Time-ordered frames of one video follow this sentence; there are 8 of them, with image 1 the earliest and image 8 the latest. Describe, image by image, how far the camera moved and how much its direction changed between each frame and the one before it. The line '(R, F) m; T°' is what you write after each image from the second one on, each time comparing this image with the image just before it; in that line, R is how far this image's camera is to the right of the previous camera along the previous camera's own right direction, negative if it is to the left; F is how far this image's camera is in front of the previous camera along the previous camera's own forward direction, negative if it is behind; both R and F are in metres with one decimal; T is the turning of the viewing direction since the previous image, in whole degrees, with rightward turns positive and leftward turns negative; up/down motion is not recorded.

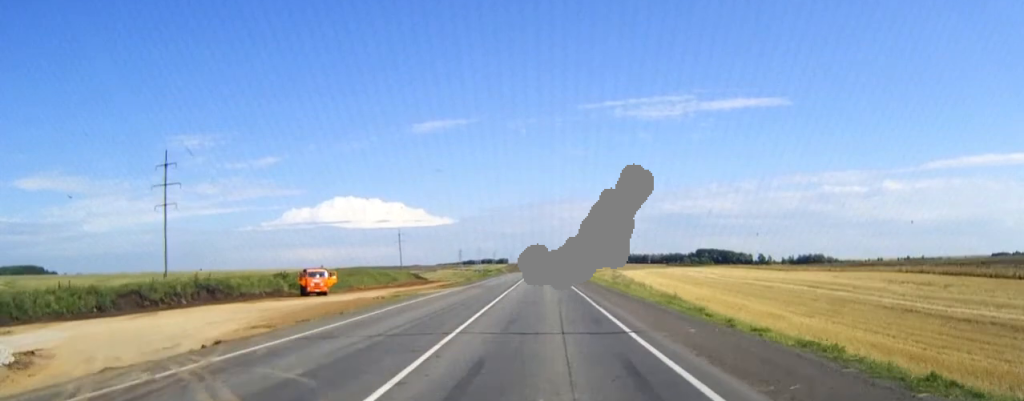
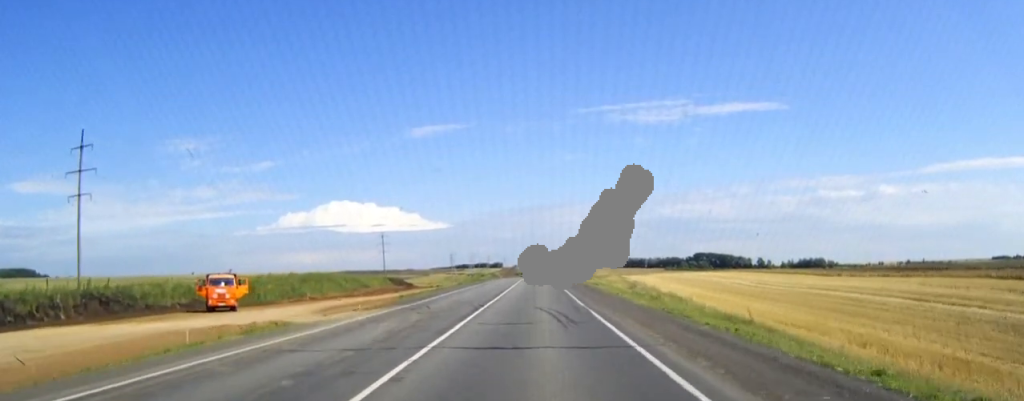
(+0.1, +23.2) m; 0°
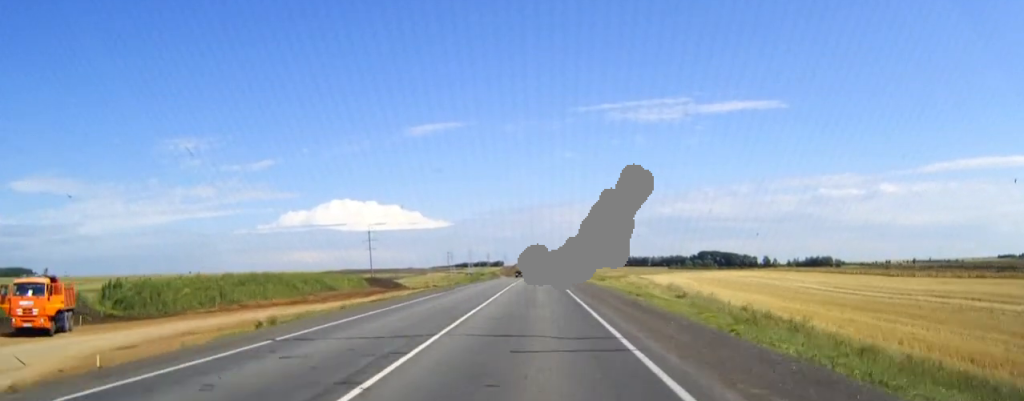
(0.0, +24.4) m; 0°
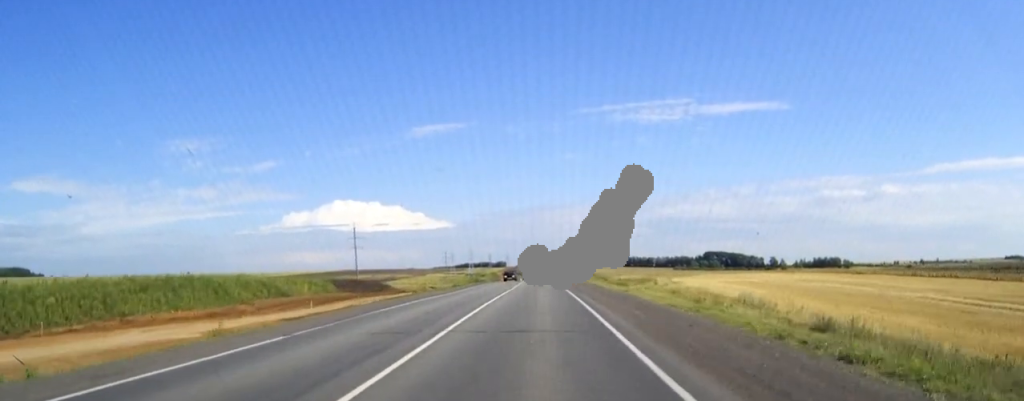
(0.0, +24.0) m; 0°
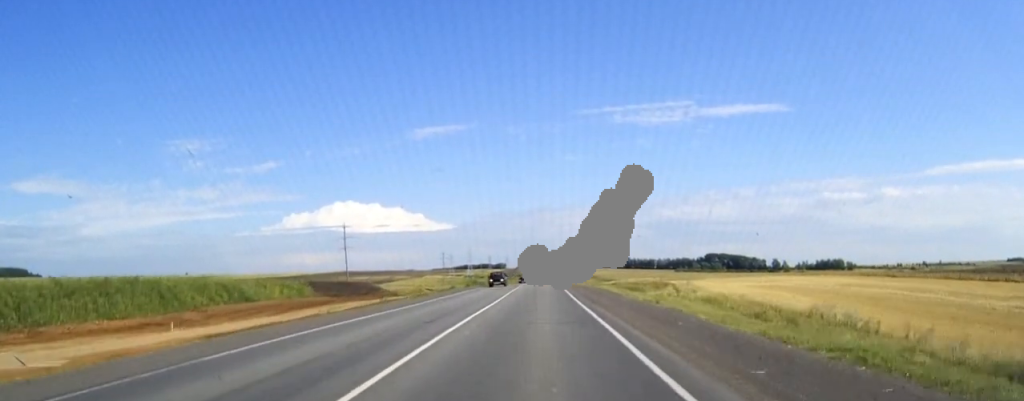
(0.0, +12.2) m; 0°
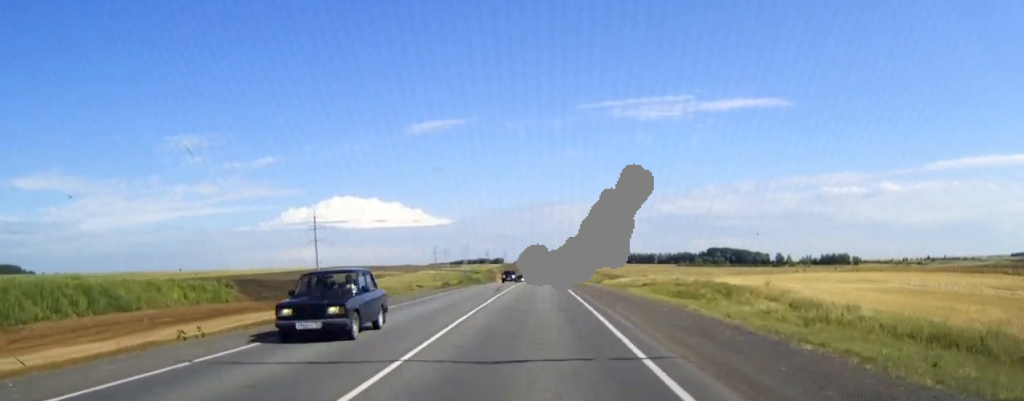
(0.0, +27.9) m; 0°
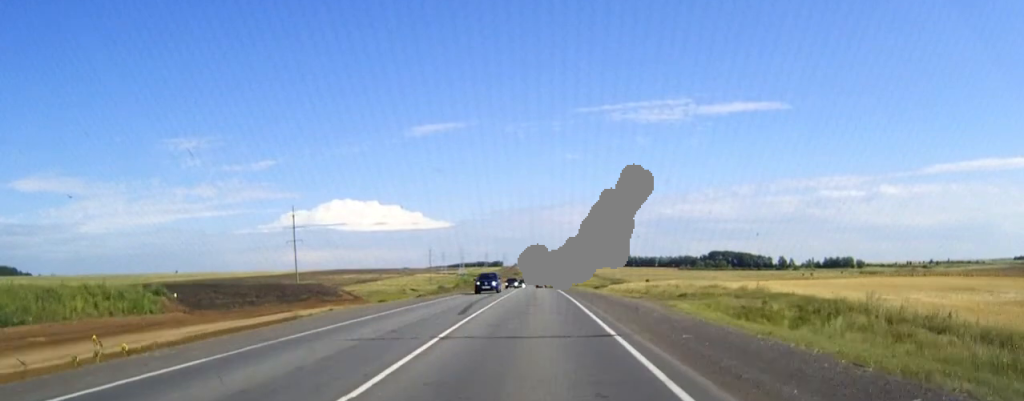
(0.0, +16.7) m; 0°
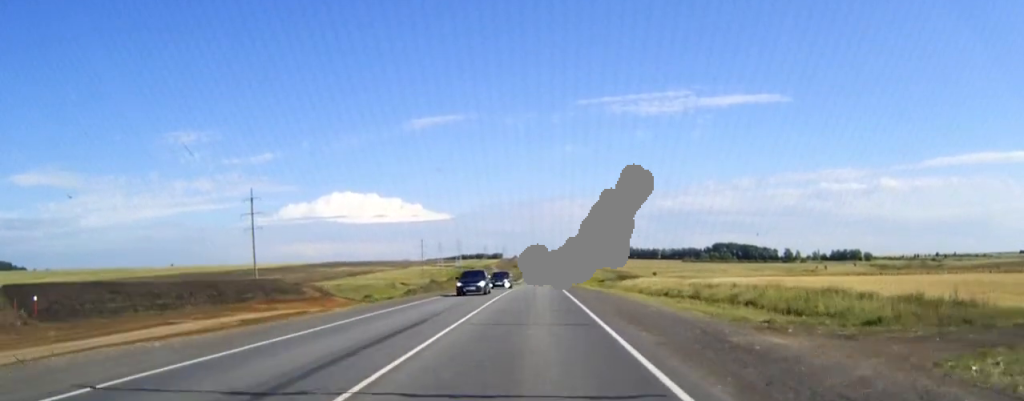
(0.0, +26.9) m; 0°
